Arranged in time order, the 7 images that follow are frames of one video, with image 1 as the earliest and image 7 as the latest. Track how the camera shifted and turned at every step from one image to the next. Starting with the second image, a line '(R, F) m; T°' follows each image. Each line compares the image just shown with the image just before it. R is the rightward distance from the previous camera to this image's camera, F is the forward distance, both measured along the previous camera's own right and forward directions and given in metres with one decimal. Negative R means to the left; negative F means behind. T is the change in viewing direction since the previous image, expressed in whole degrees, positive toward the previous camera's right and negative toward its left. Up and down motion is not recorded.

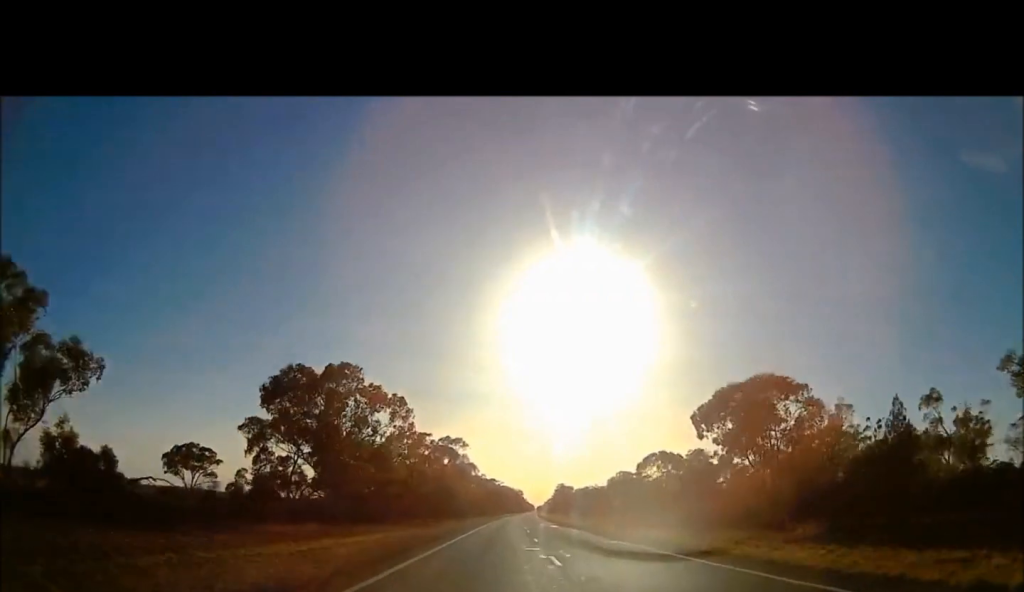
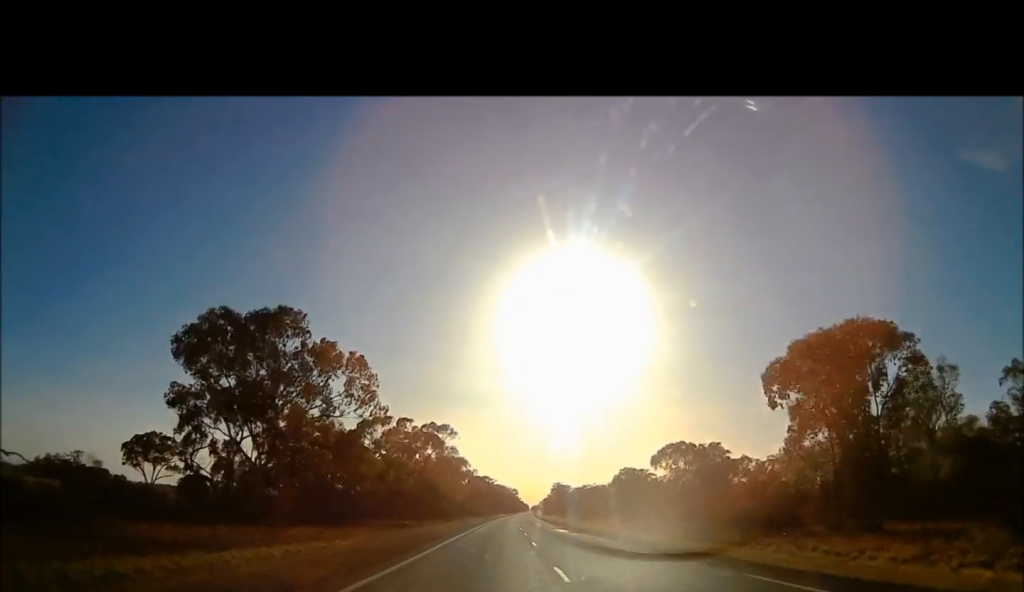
(+0.1, +11.0) m; +1°
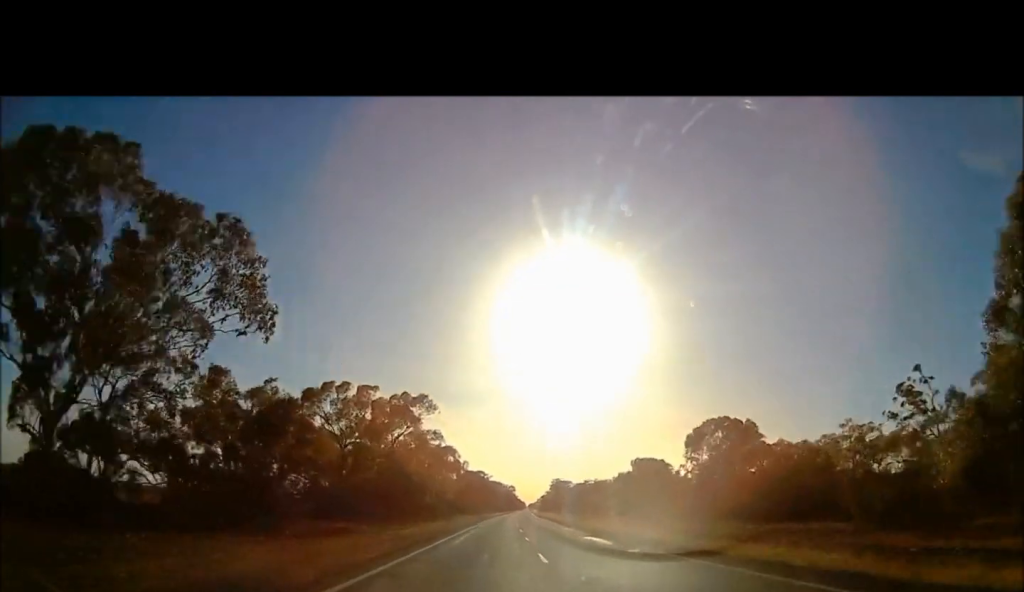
(+0.2, +16.0) m; +1°
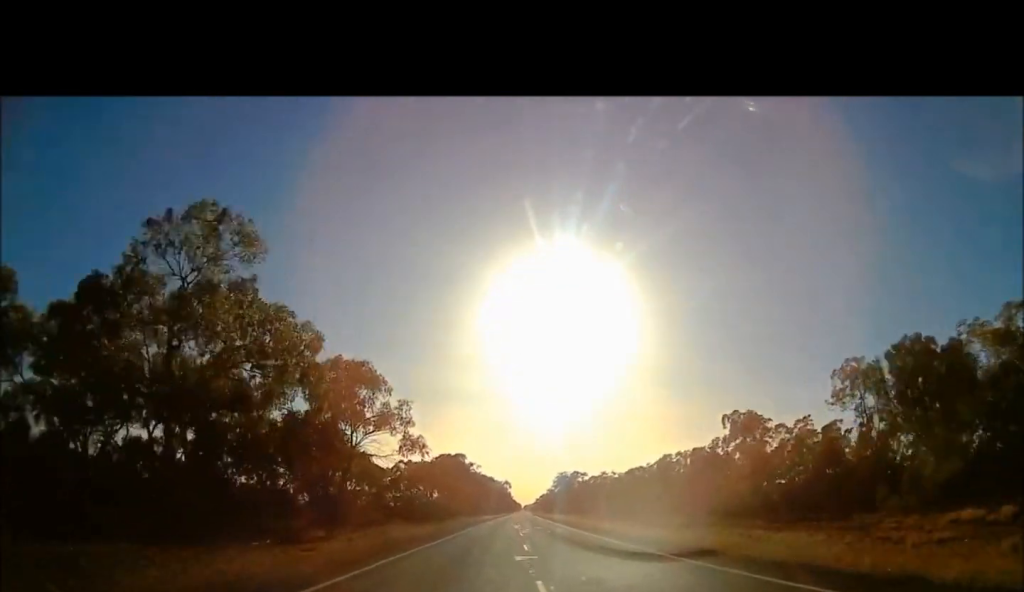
(+2.3, +65.3) m; +2°
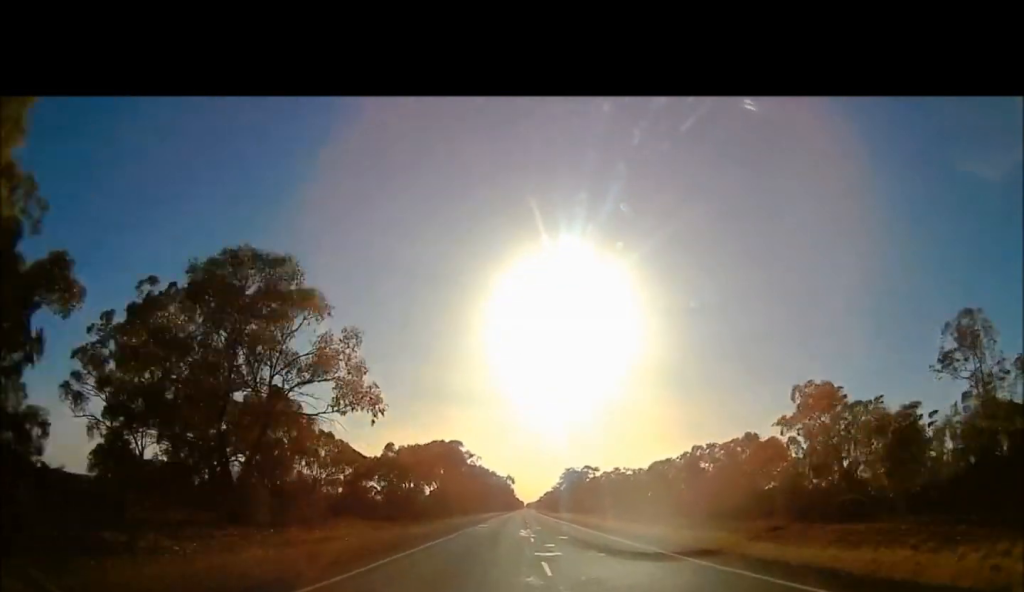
(0.0, +23.7) m; -1°
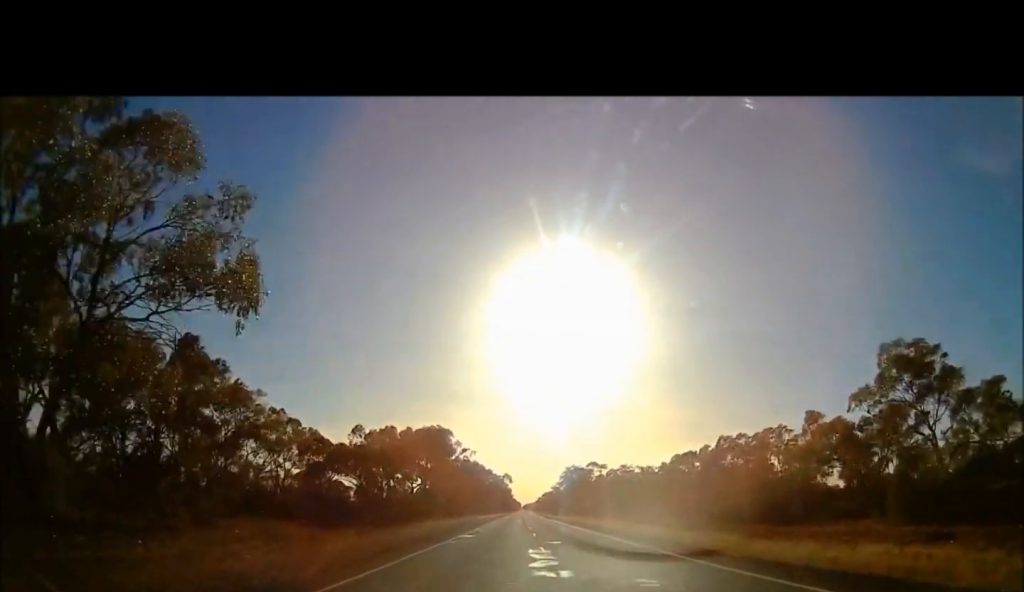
(-0.6, +21.0) m; -1°
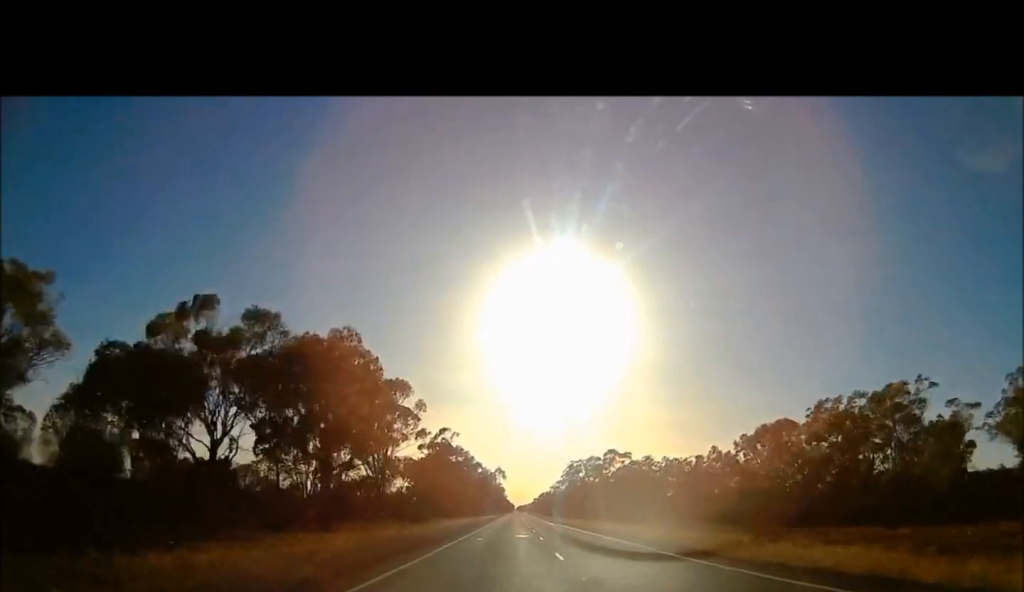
(-0.4, +44.6) m; 0°
